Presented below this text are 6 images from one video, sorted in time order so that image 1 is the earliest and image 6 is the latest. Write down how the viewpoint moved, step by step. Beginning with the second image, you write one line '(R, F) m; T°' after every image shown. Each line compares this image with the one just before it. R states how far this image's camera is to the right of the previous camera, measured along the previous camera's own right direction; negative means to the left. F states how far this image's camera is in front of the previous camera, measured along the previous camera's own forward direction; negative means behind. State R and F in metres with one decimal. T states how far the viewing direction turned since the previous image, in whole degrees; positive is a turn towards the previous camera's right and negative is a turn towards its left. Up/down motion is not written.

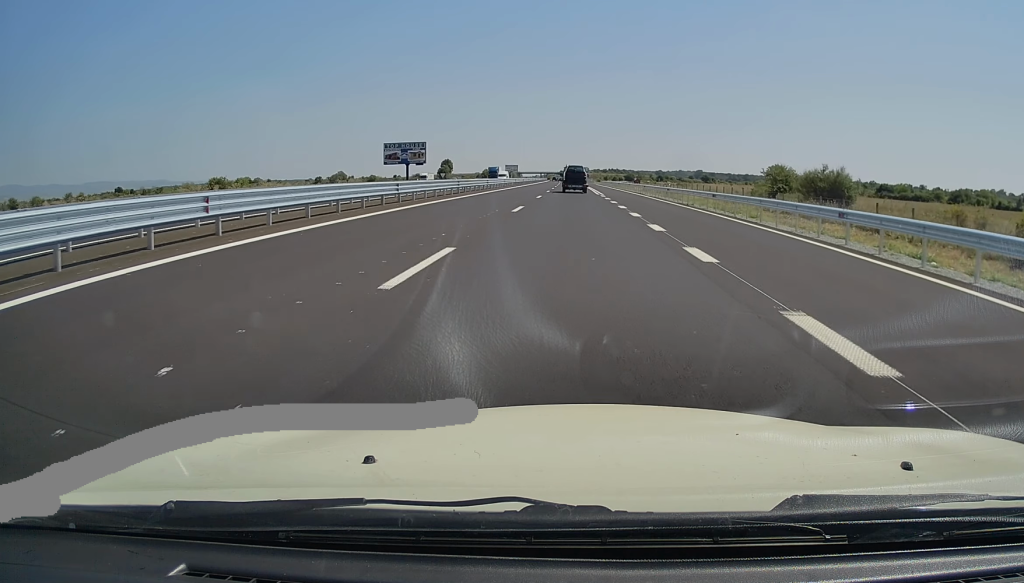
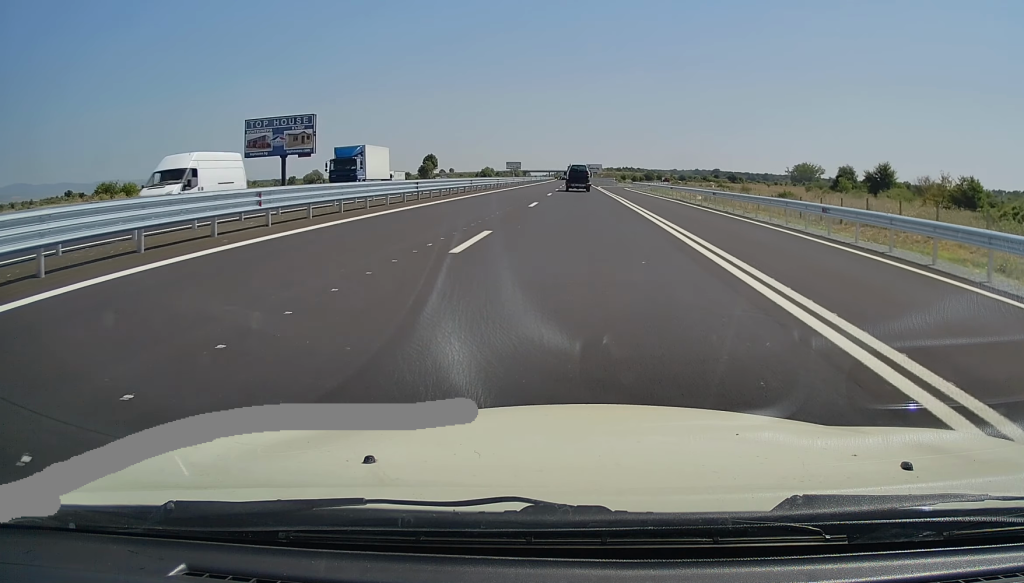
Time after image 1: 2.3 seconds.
(+0.4, +62.0) m; 0°
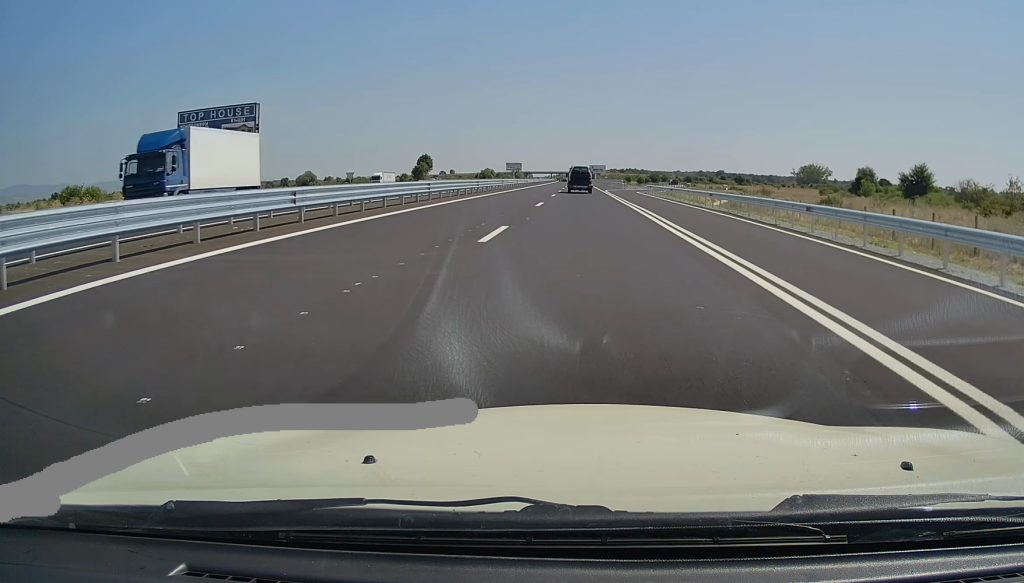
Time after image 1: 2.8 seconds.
(-0.1, +14.3) m; 0°
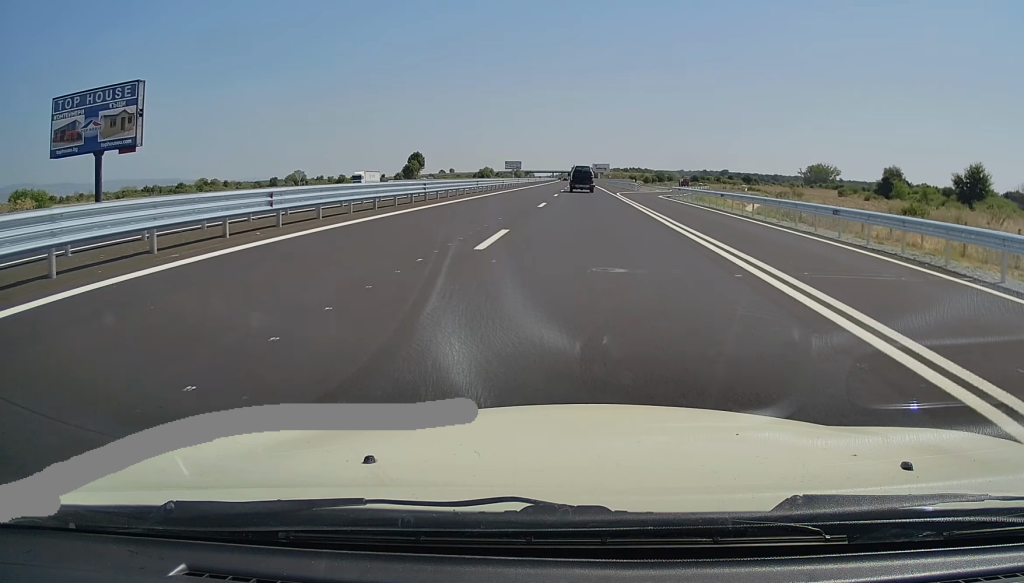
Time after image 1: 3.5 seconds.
(0.0, +17.7) m; 0°
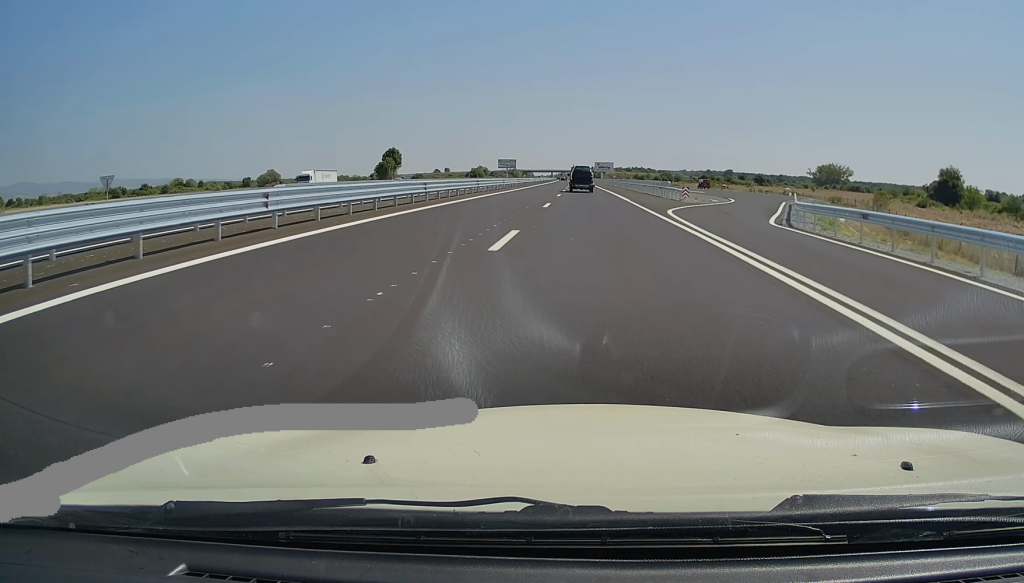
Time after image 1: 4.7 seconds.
(-0.1, +32.7) m; -1°
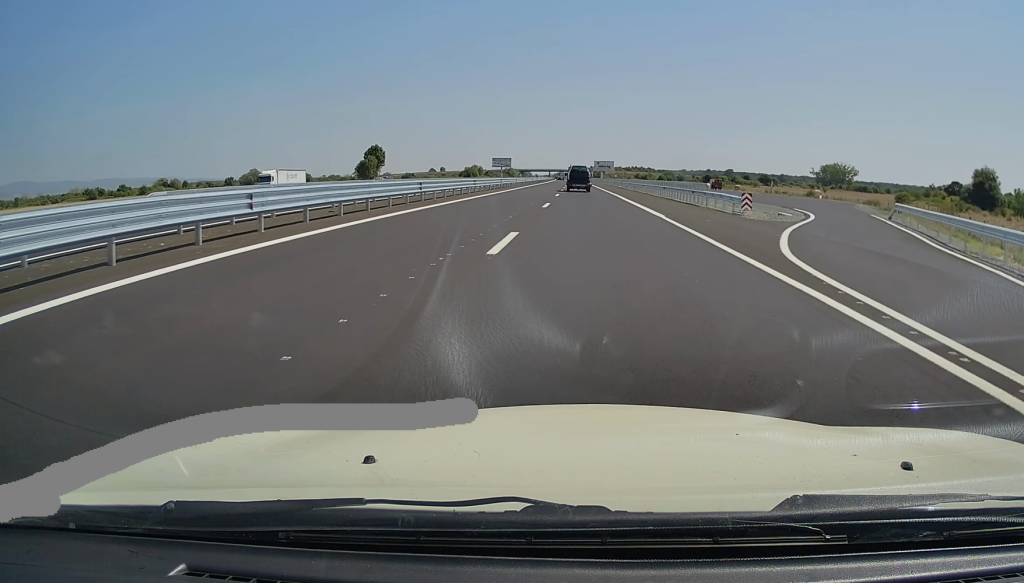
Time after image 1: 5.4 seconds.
(-0.2, +16.7) m; +1°
